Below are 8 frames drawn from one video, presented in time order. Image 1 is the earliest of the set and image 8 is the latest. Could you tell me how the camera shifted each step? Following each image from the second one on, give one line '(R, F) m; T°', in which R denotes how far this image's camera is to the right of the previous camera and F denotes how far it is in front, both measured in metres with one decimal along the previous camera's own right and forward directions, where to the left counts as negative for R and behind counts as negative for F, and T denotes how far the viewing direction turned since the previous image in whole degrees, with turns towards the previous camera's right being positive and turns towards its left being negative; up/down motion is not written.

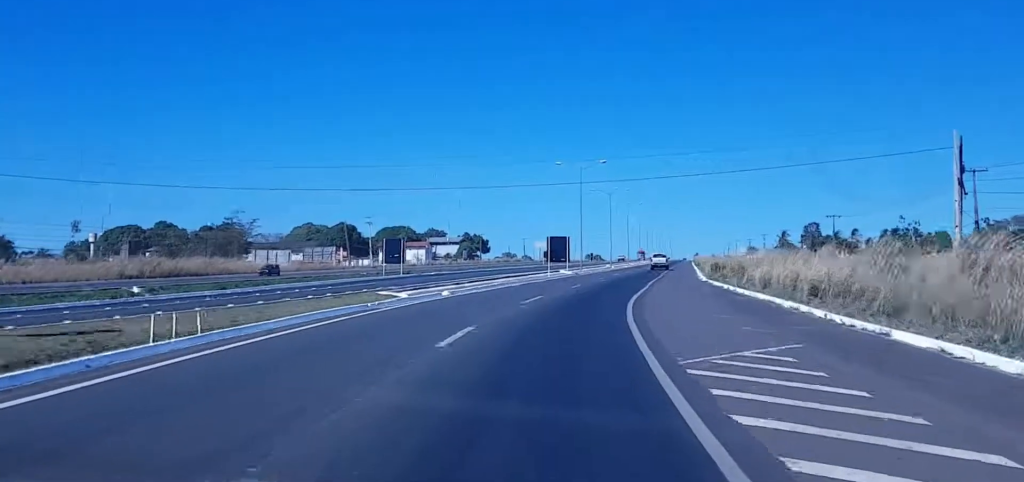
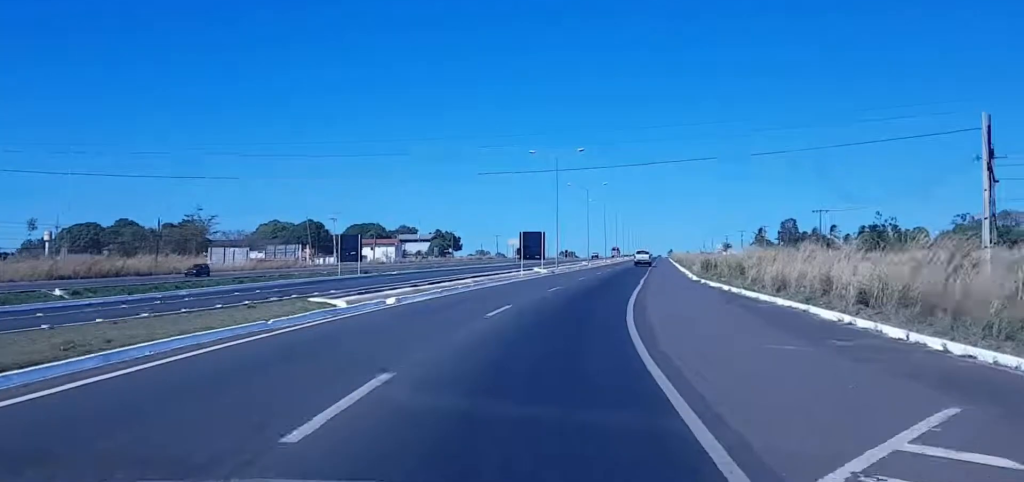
(-0.3, +8.1) m; +1°
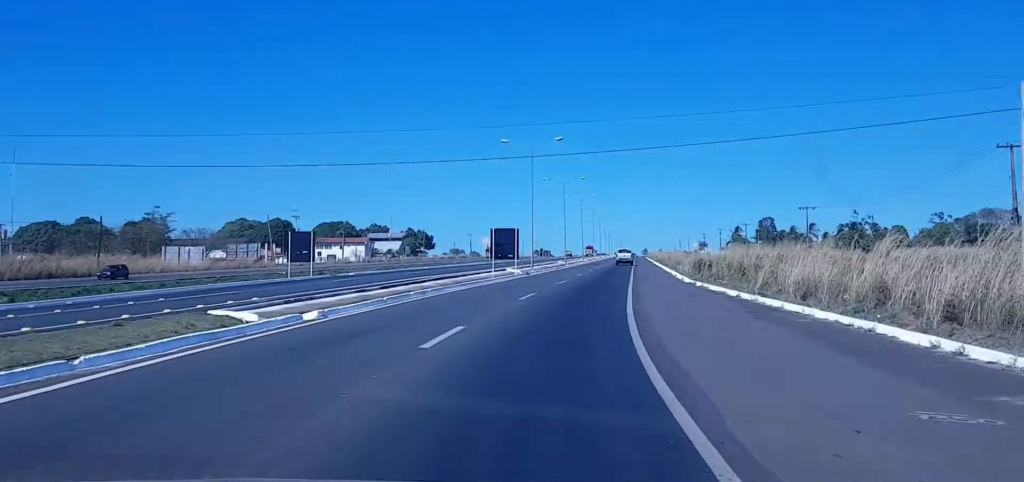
(-0.3, +7.5) m; +1°
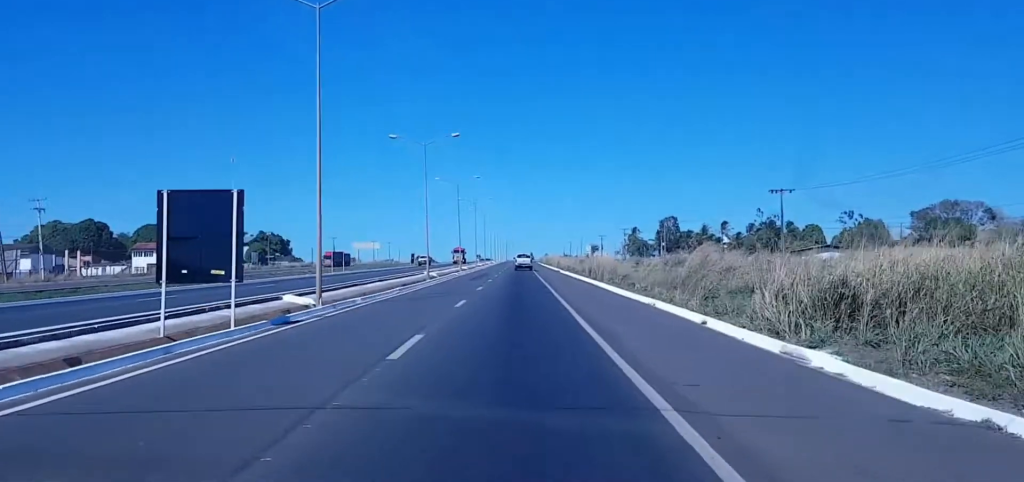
(+3.1, +46.3) m; +7°
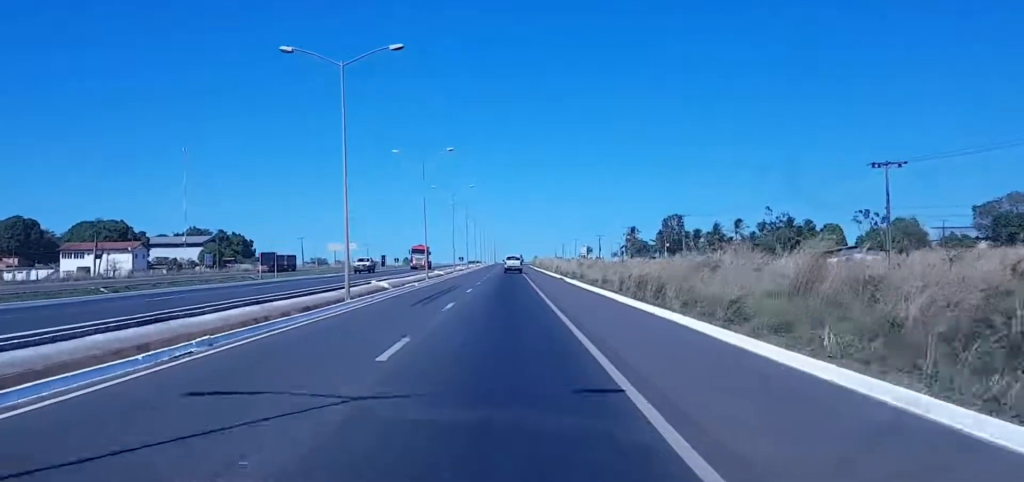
(+1.6, +30.3) m; +3°
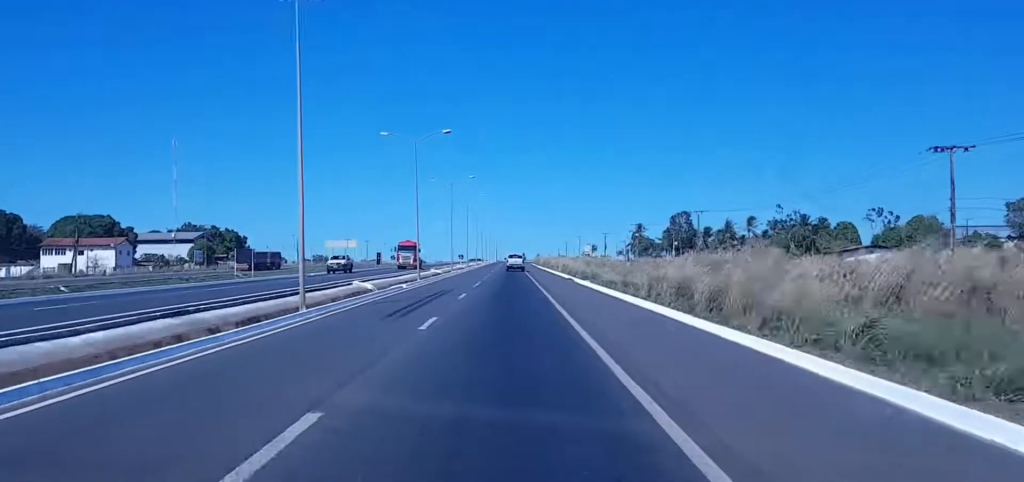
(-0.3, +9.5) m; 0°
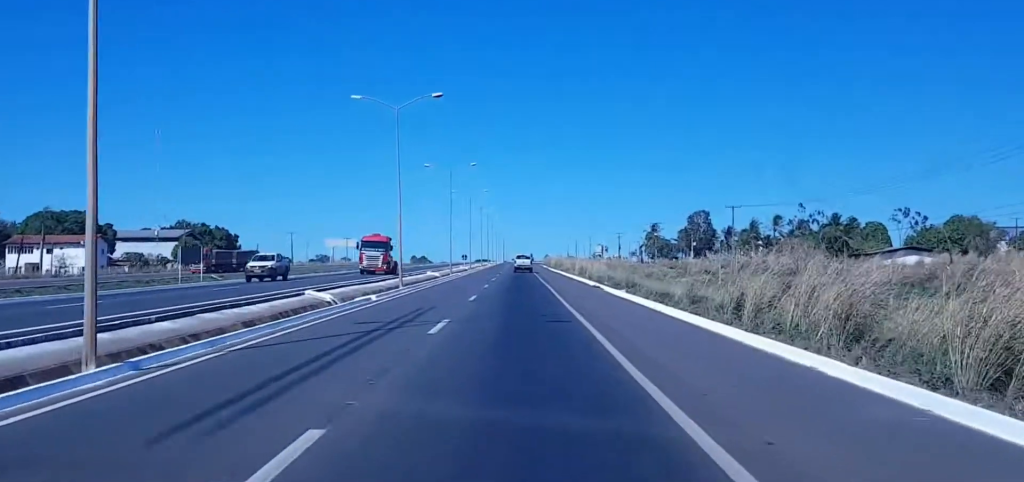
(-0.1, +16.4) m; +1°
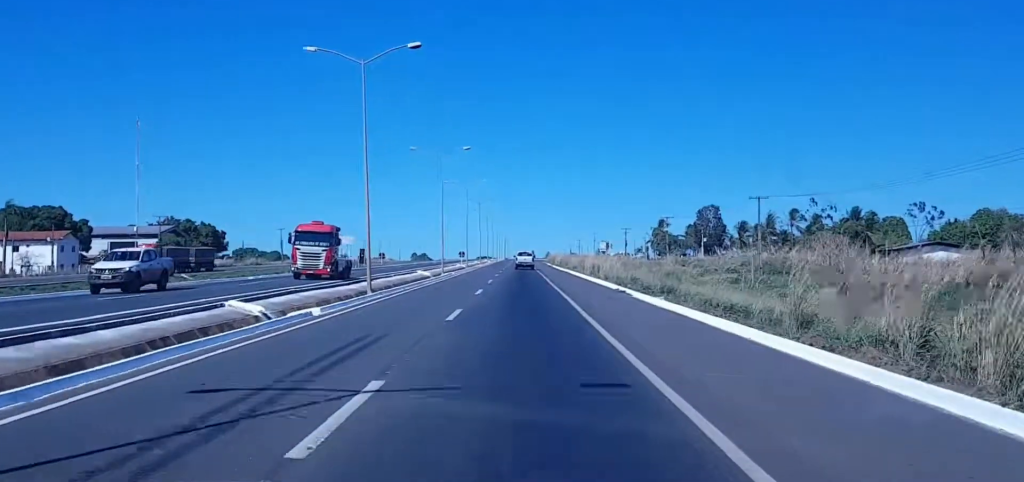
(+0.4, +12.5) m; +2°
